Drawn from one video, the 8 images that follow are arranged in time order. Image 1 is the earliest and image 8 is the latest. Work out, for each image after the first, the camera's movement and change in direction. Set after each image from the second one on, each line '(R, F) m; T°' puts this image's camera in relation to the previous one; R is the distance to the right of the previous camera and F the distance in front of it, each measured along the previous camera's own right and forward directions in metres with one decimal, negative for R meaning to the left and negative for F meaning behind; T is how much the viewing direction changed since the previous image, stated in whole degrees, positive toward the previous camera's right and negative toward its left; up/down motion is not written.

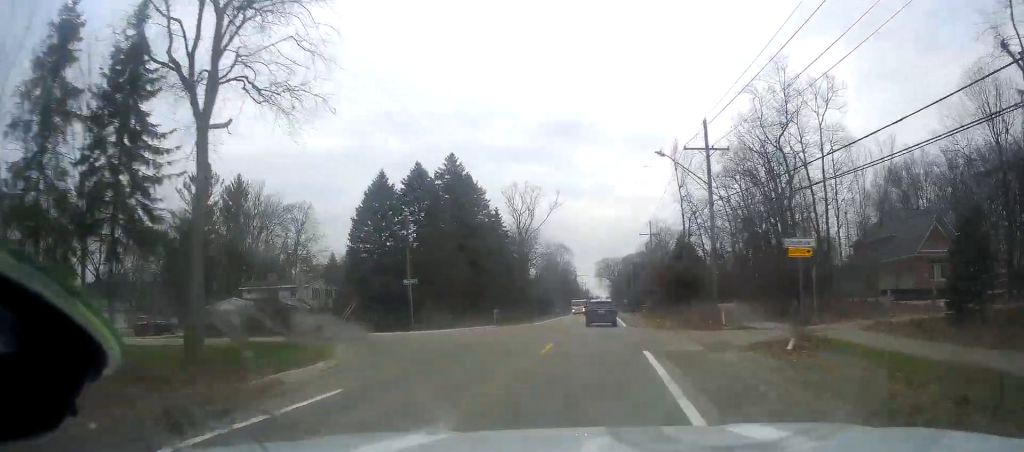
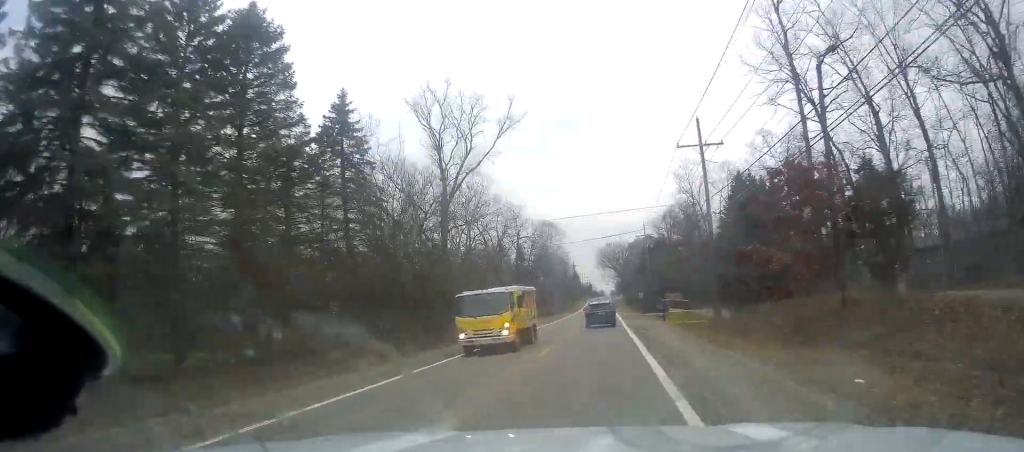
(-0.9, +46.1) m; -3°
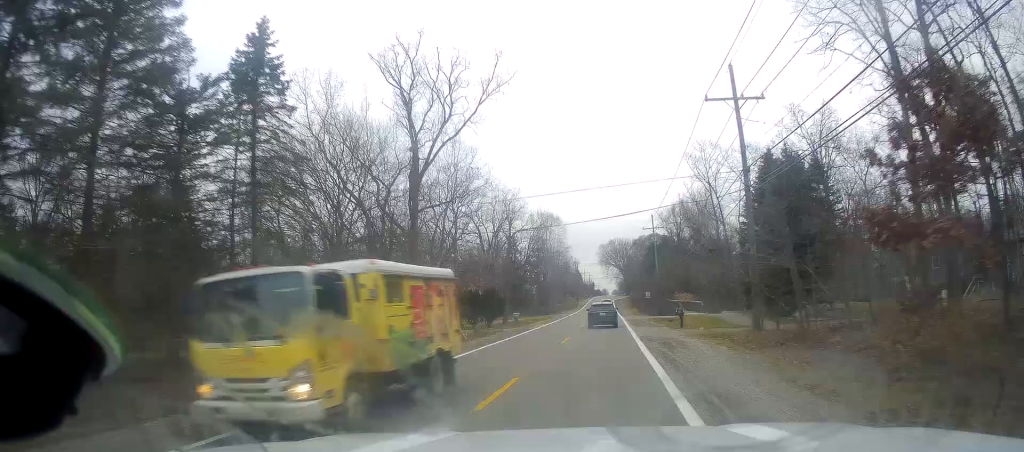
(0.0, +9.1) m; 0°
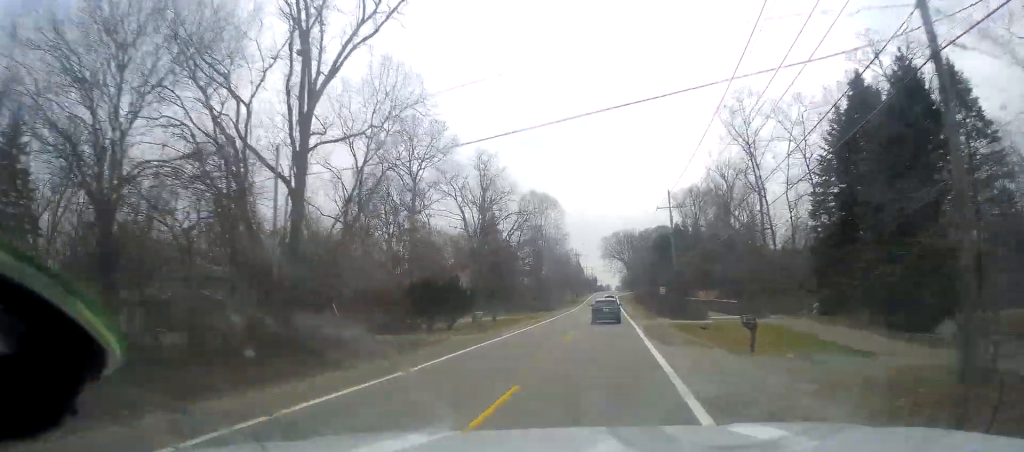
(+0.1, +16.9) m; +1°
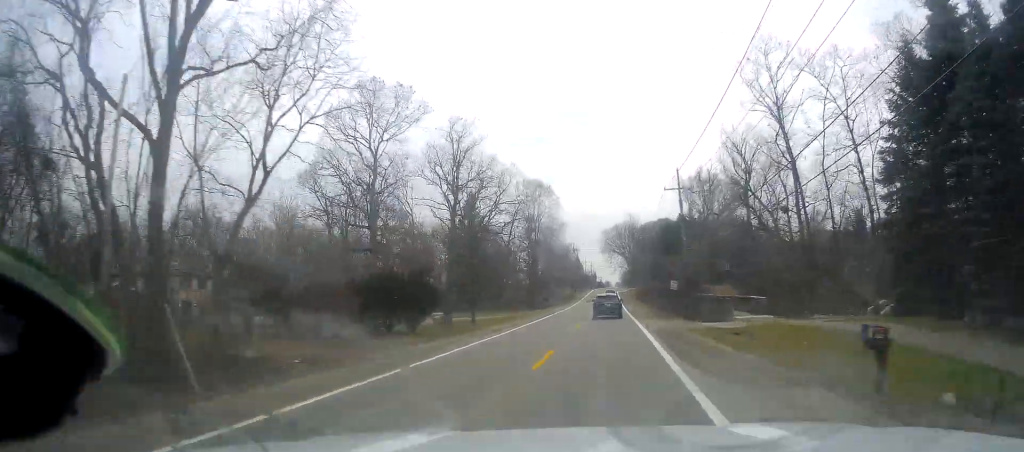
(0.0, +9.1) m; +1°
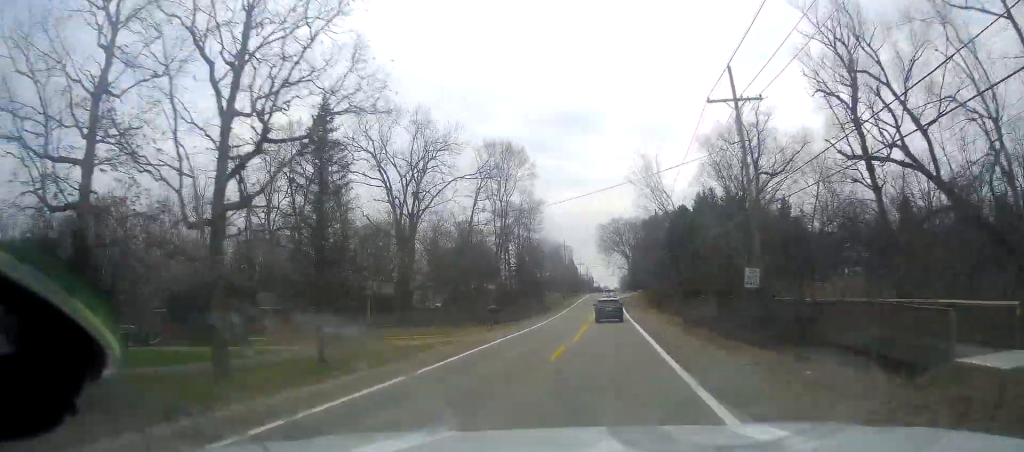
(+0.6, +26.8) m; -1°
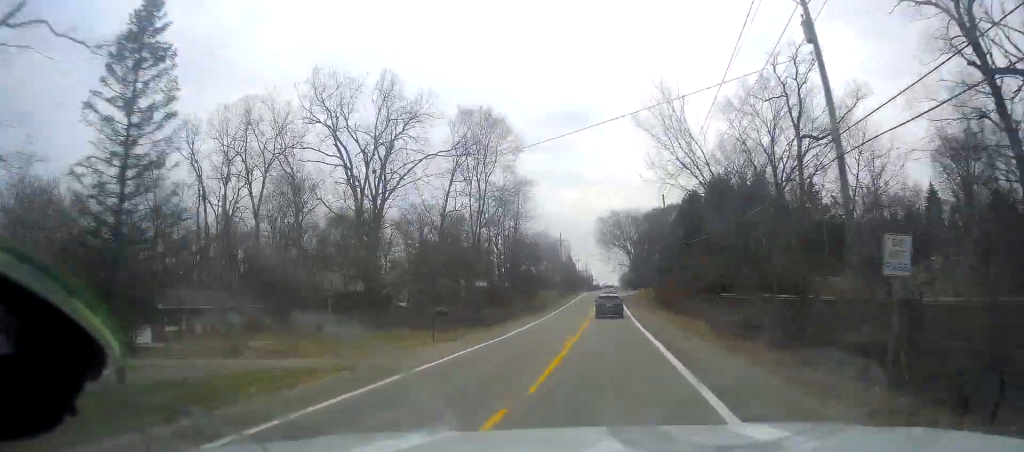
(-0.4, +11.5) m; -1°
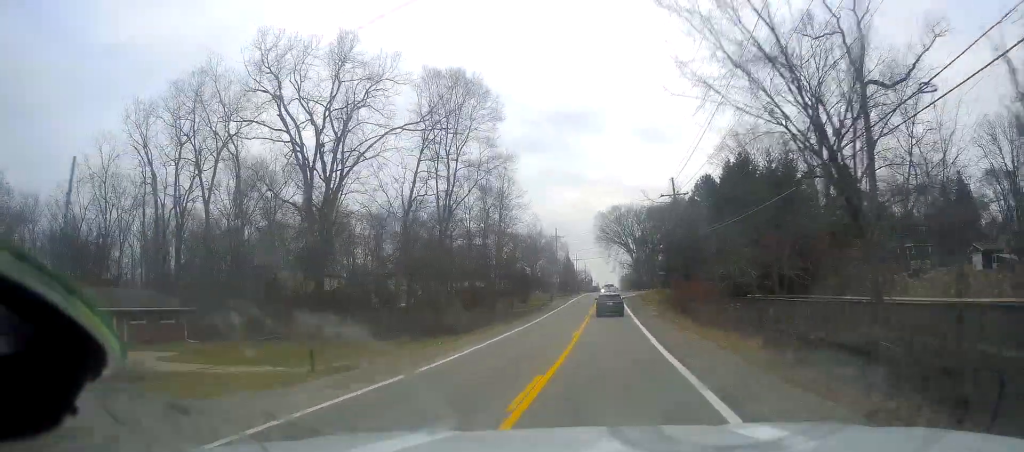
(-0.2, +10.8) m; -1°
